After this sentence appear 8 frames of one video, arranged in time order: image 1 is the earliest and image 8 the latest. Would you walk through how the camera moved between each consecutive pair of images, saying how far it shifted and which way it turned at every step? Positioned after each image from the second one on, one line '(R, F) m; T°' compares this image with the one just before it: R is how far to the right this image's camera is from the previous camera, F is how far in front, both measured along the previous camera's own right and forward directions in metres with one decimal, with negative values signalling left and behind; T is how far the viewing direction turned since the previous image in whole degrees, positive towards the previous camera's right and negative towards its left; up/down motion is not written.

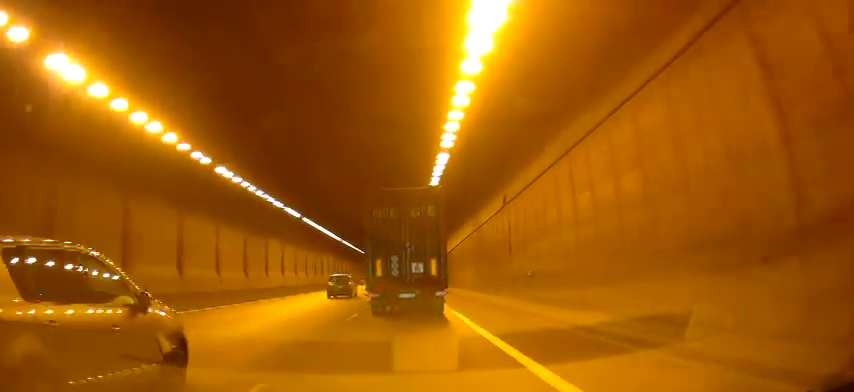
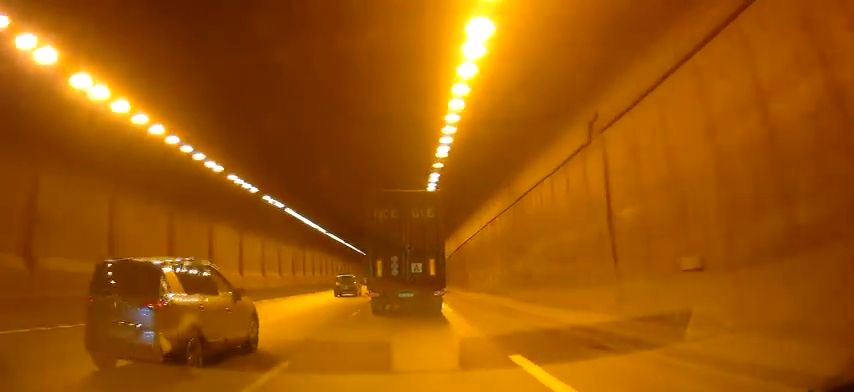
(-0.1, +10.6) m; +2°
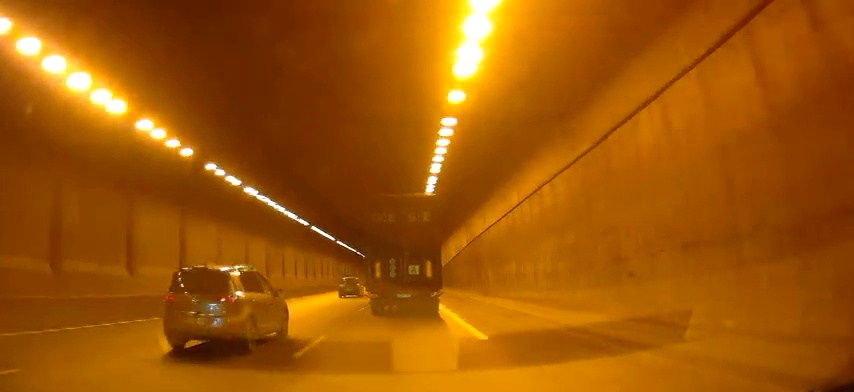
(+0.1, +8.8) m; +1°
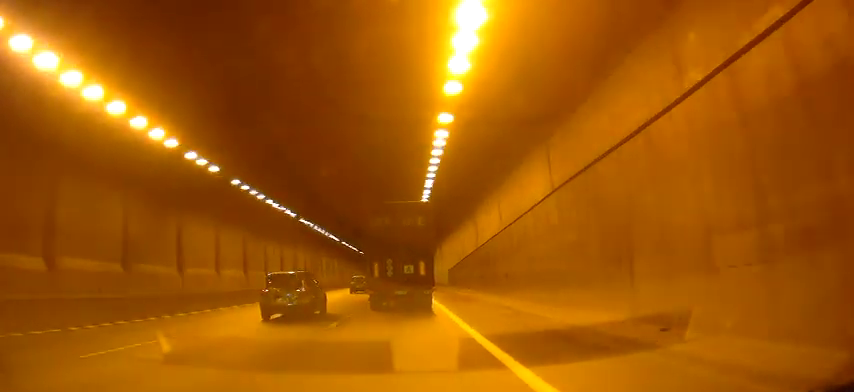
(+0.2, +20.9) m; -1°
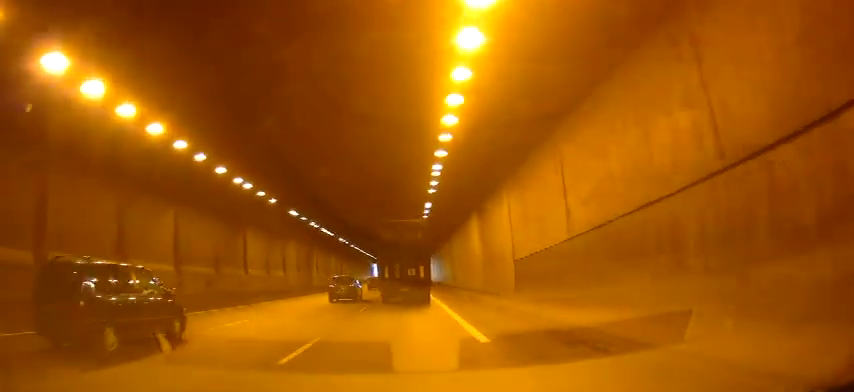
(+0.4, +31.6) m; 0°
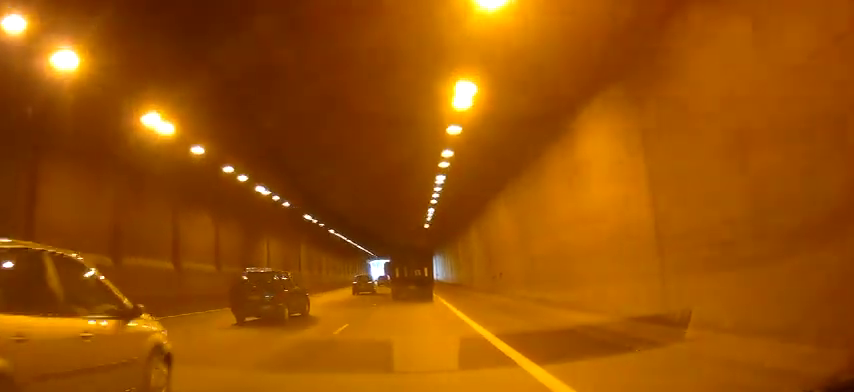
(-0.8, +21.5) m; +1°
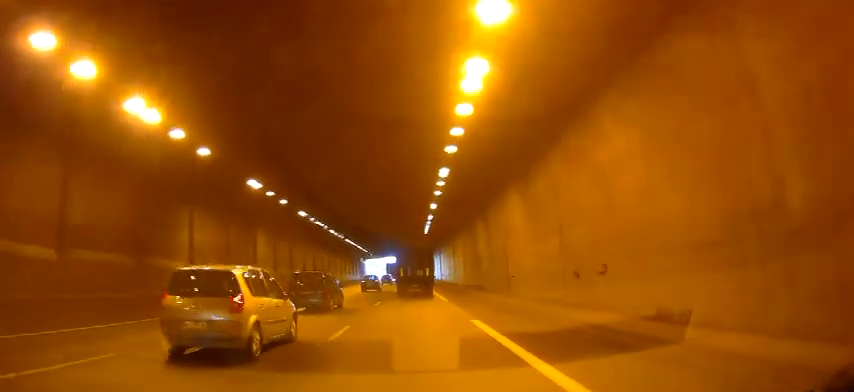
(+0.5, +13.9) m; +1°
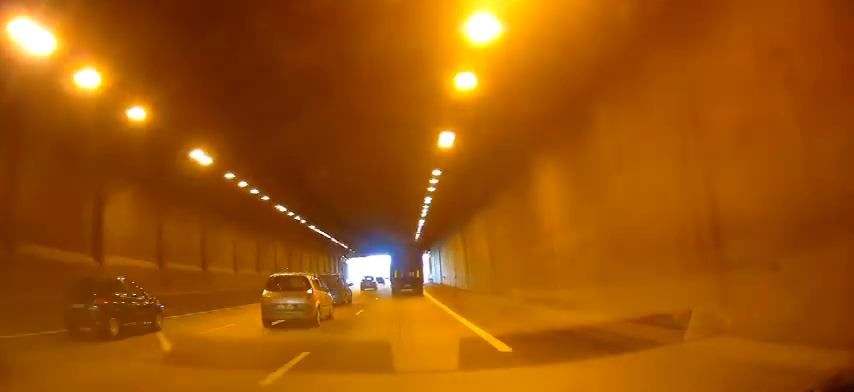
(-0.4, +17.6) m; -3°
